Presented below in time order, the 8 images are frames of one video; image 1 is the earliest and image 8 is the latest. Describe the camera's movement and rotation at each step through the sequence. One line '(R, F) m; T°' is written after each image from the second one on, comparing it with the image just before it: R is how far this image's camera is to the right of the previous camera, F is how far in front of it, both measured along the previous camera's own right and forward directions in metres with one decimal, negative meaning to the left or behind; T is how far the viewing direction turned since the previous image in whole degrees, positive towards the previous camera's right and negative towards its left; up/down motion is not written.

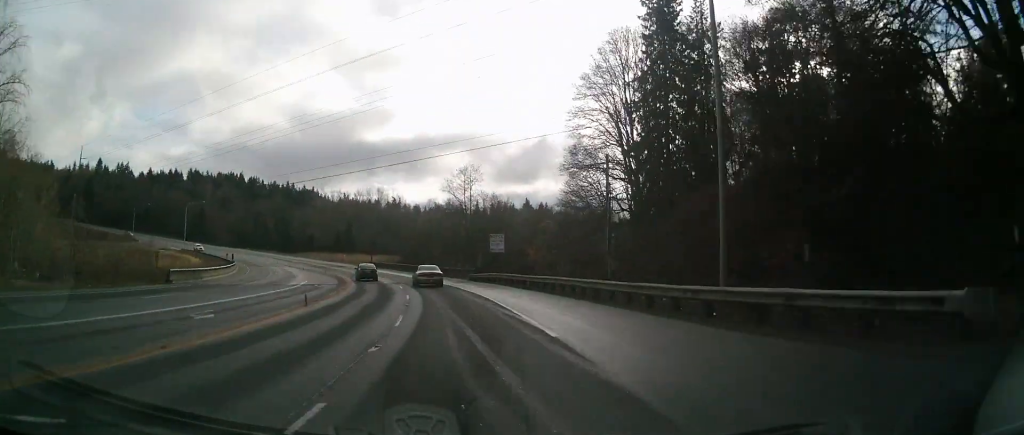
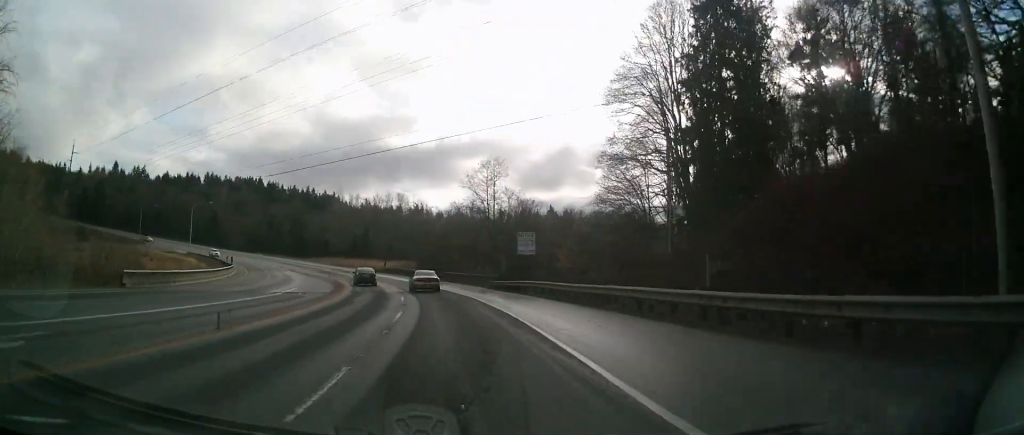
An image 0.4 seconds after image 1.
(0.0, +9.7) m; -2°
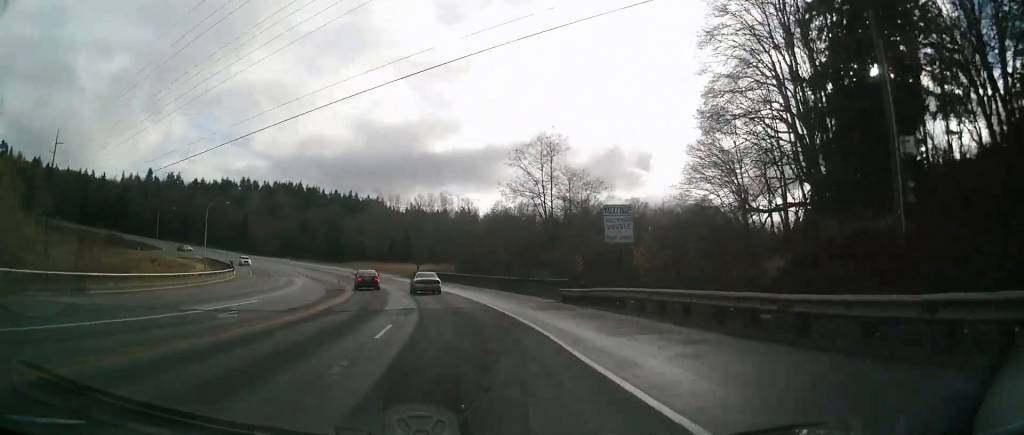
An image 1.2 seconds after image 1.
(-0.8, +16.9) m; -4°
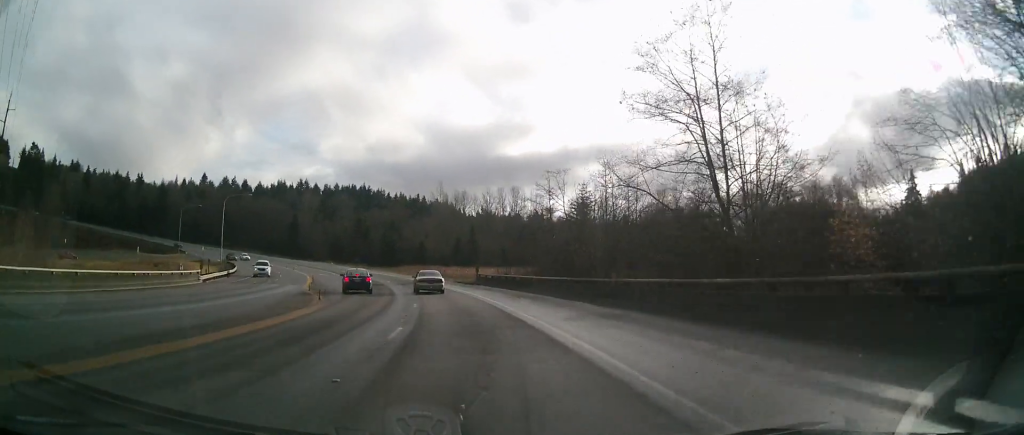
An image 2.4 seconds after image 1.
(-1.4, +27.0) m; -6°
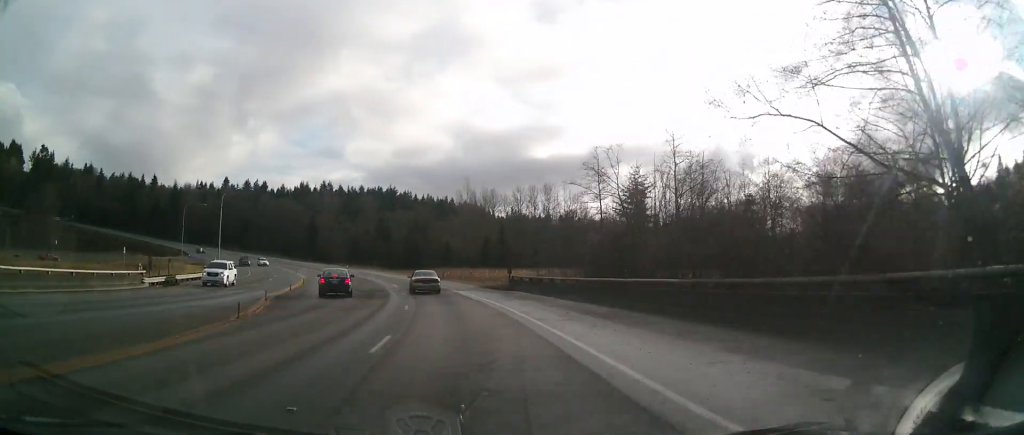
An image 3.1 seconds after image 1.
(-0.5, +13.8) m; -3°
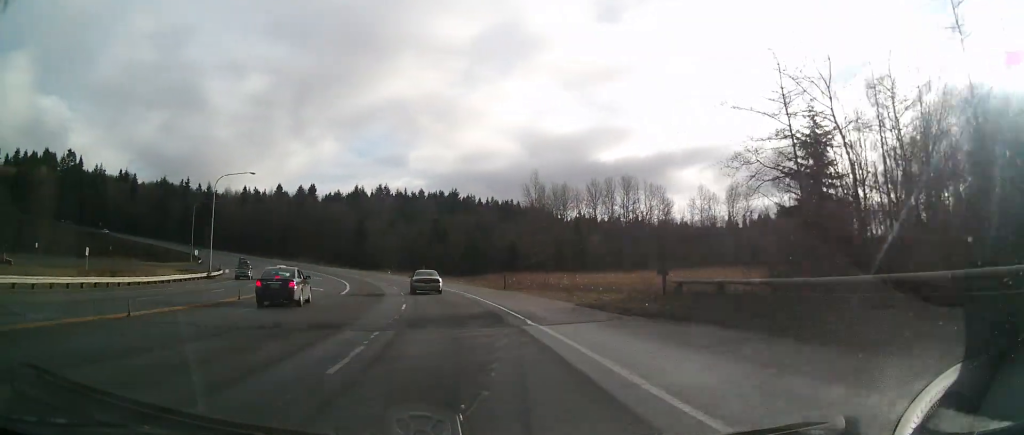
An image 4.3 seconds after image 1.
(-1.2, +26.3) m; -6°
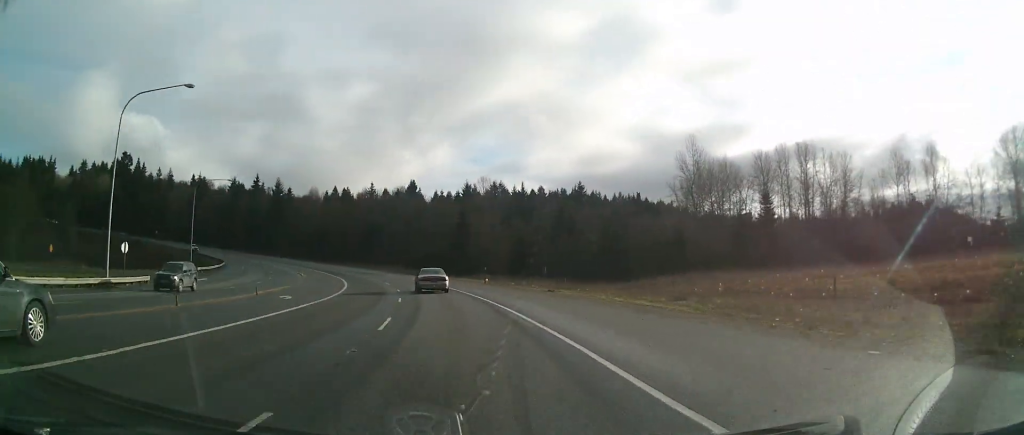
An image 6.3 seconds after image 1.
(-3.9, +45.2) m; -11°
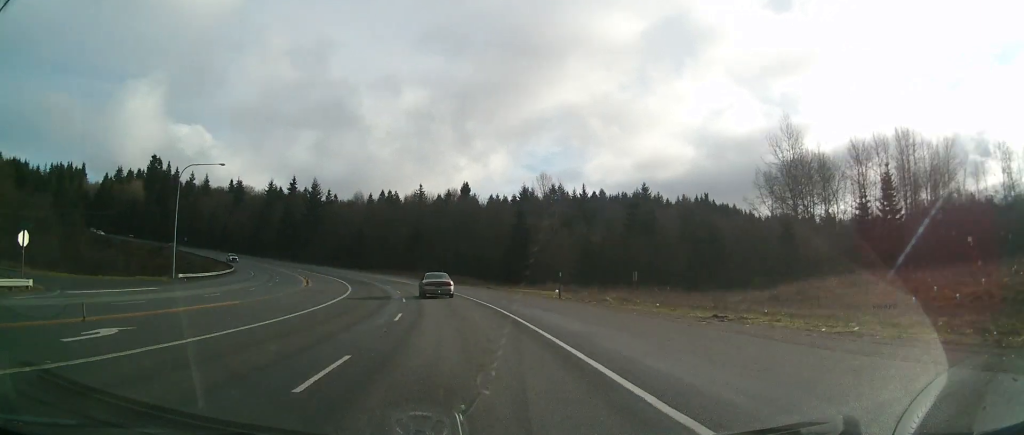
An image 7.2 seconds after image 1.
(-1.4, +20.2) m; -5°
